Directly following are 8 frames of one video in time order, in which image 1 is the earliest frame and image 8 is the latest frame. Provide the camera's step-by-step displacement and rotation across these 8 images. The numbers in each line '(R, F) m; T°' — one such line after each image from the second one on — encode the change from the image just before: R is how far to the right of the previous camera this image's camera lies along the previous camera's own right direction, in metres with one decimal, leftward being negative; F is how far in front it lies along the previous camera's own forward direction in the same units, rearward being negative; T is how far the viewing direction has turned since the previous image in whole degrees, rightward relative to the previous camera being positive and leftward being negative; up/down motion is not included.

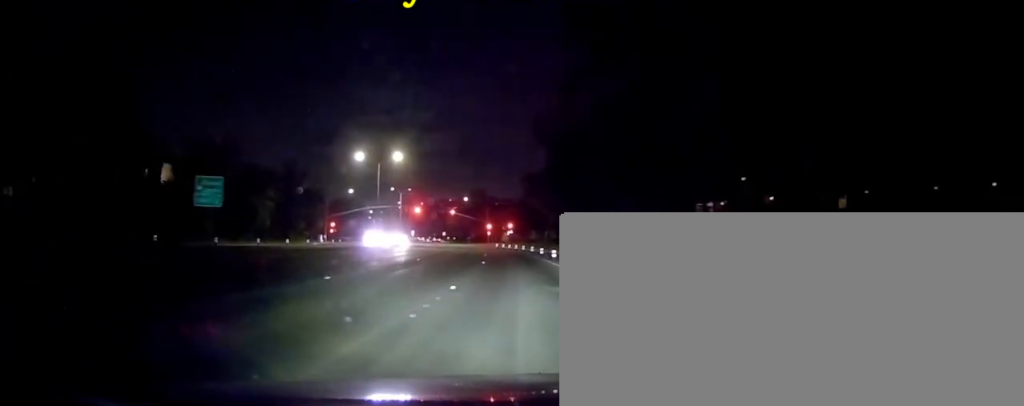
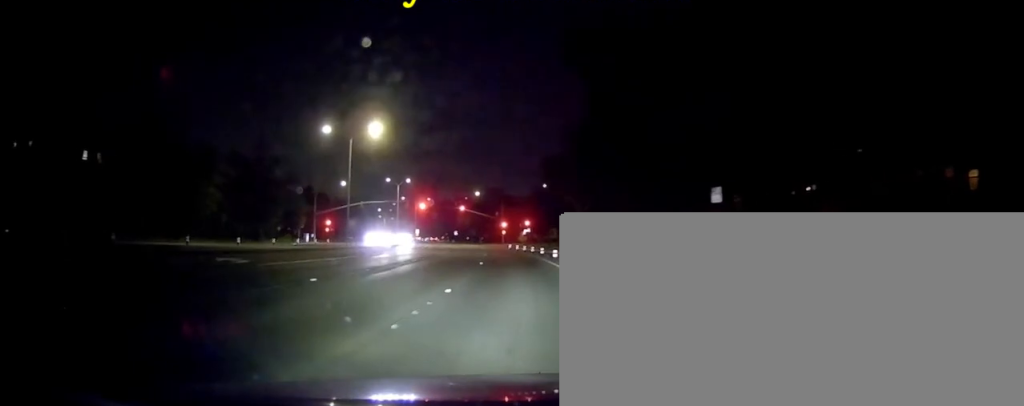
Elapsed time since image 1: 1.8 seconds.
(-0.6, +17.1) m; -4°
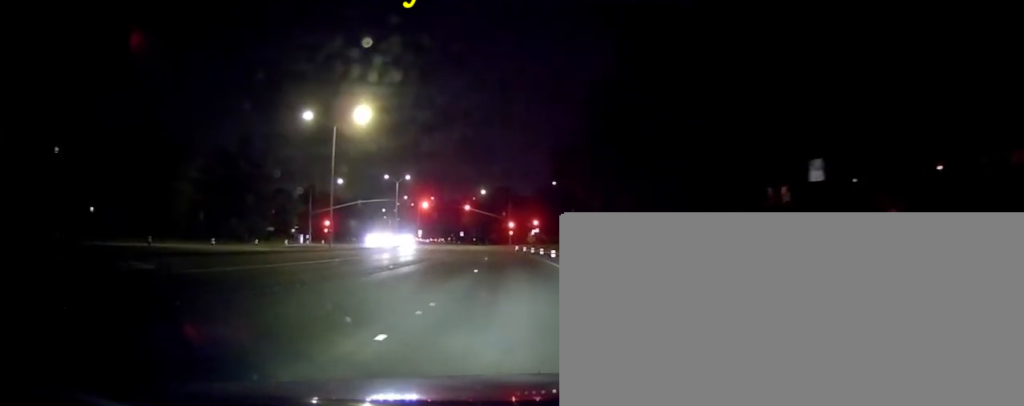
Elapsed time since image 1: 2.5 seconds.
(0.0, +6.4) m; 0°
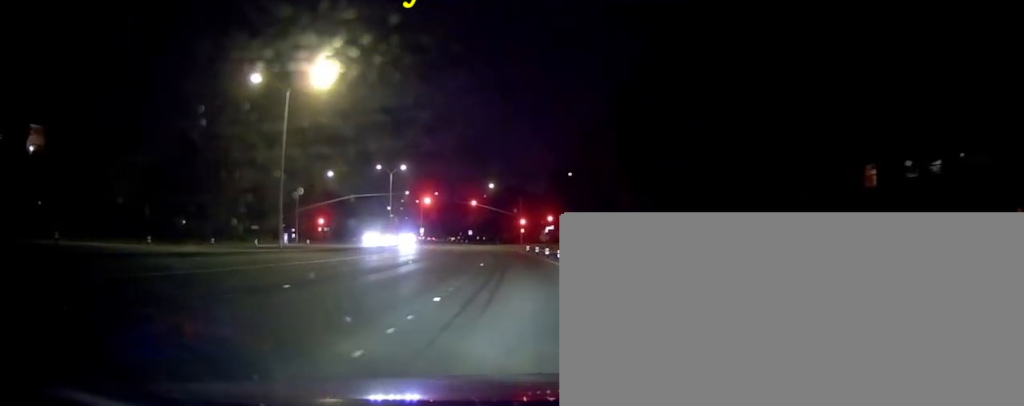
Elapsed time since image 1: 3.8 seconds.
(-0.3, +11.2) m; -4°
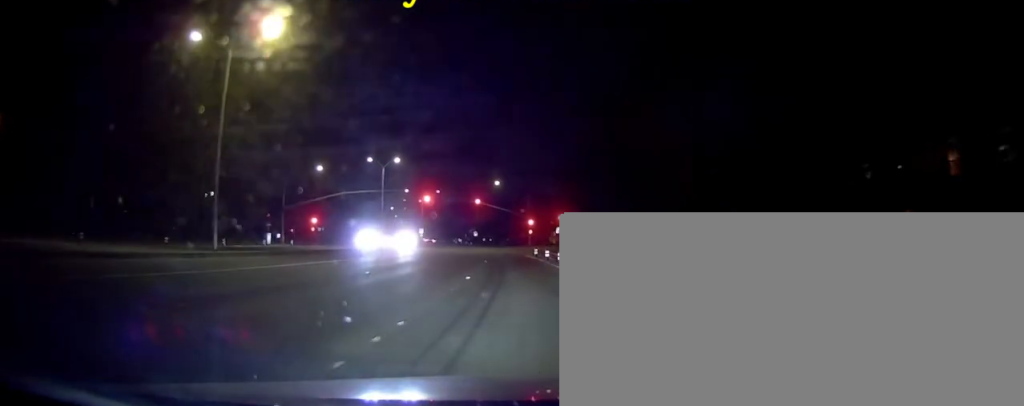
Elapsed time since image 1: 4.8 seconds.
(-0.3, +8.3) m; 0°
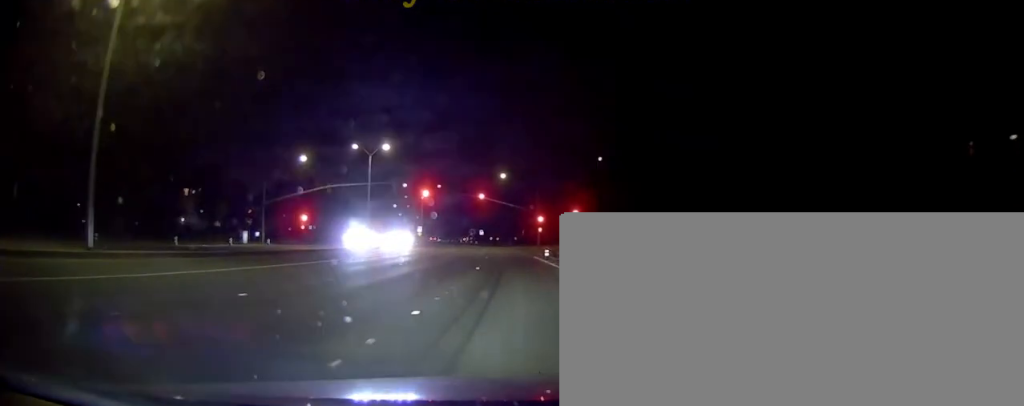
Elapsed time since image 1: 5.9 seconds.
(+0.2, +9.4) m; 0°
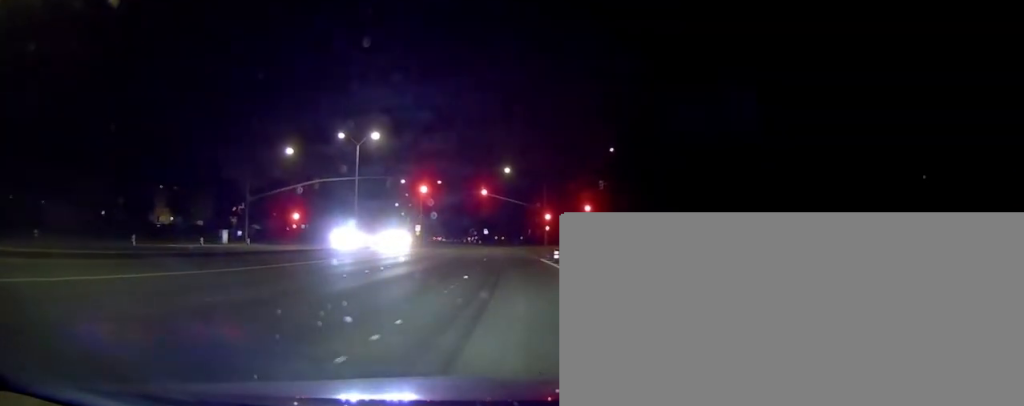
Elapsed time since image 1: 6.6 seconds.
(-0.3, +6.5) m; 0°
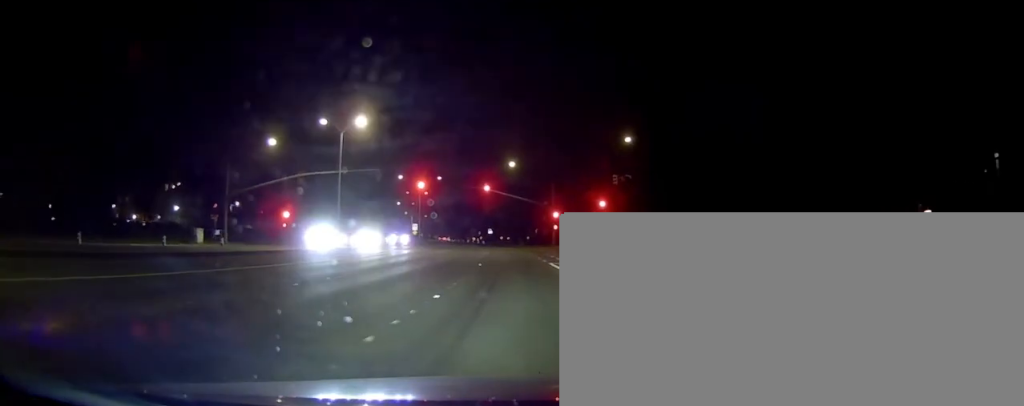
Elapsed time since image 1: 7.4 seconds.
(+0.6, +6.5) m; 0°
